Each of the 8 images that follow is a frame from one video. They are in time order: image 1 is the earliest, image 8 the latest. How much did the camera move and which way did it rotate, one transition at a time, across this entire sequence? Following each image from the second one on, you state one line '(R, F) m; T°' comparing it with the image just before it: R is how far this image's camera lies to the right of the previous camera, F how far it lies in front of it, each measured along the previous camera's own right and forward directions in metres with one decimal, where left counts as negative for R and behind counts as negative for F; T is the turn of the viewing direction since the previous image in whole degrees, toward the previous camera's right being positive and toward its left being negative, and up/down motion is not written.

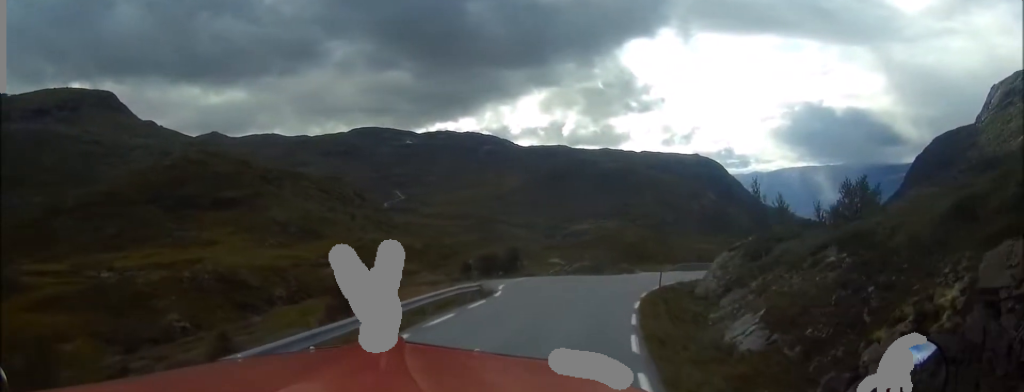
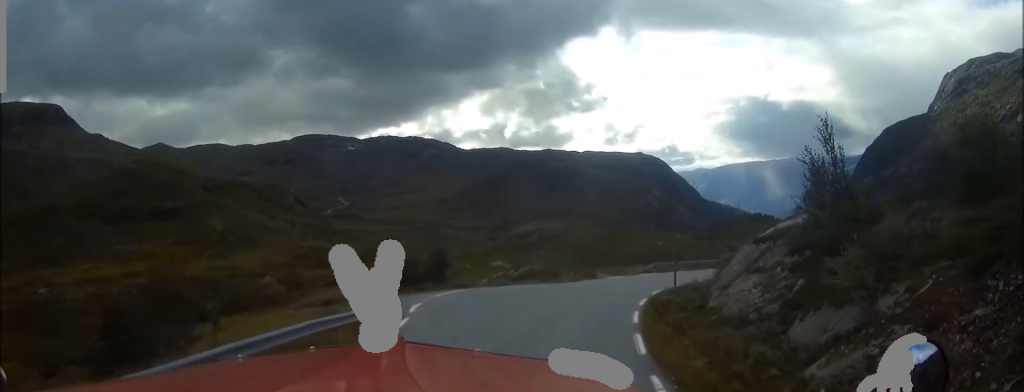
(-0.3, +13.4) m; -2°
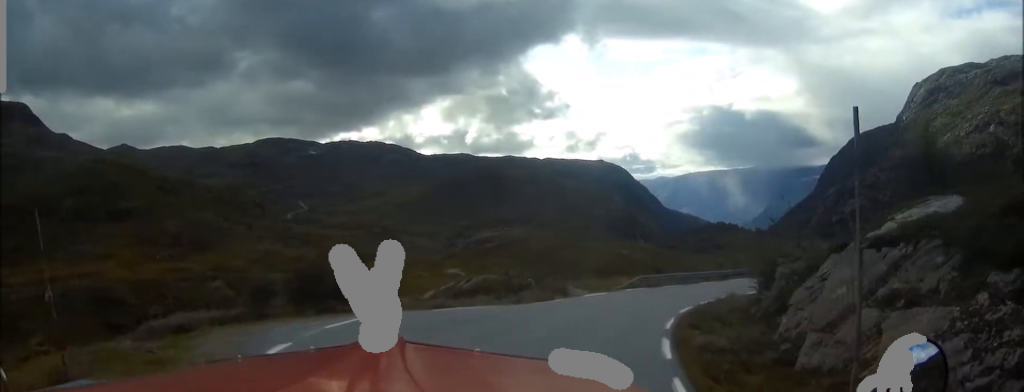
(+0.6, +11.6) m; +10°
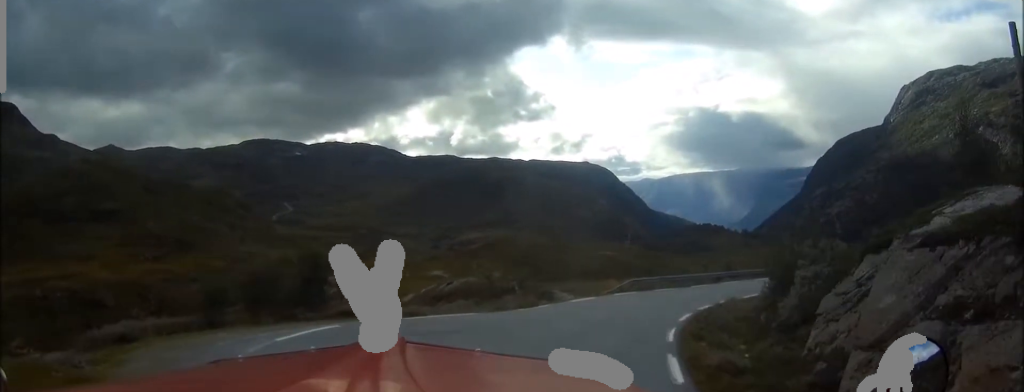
(-0.1, +2.7) m; +5°
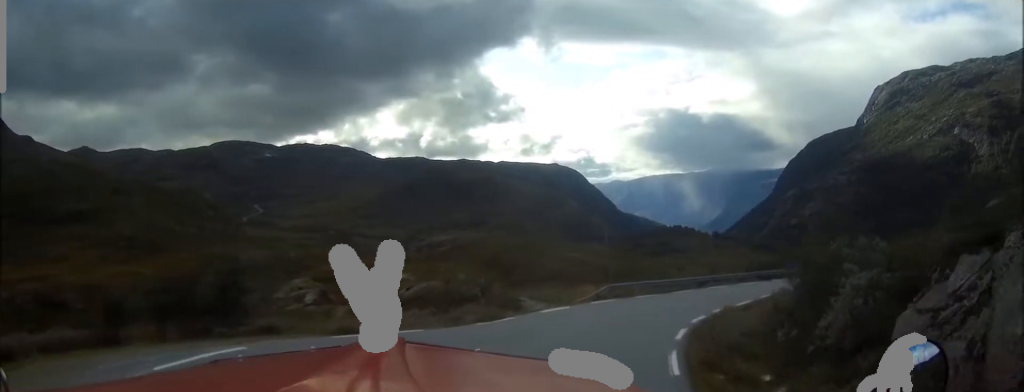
(+0.5, +4.4) m; +6°
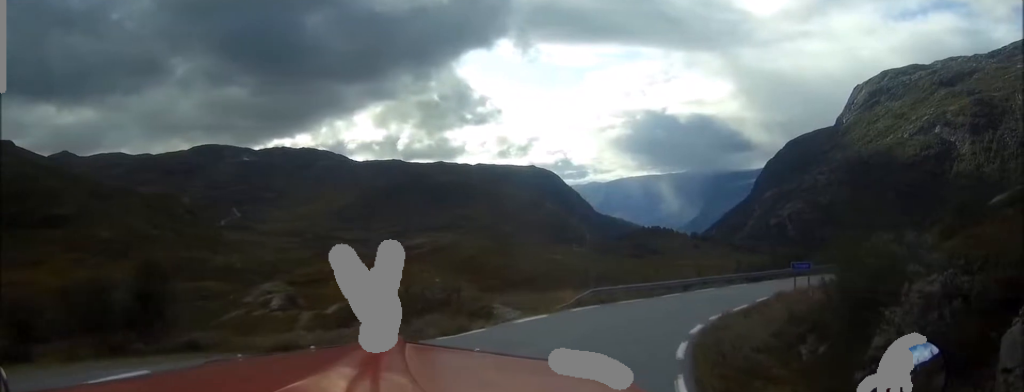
(+0.4, +3.2) m; +4°
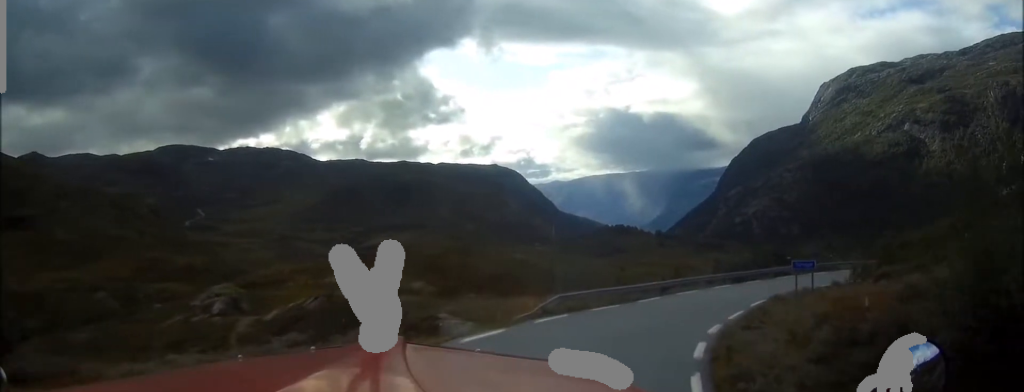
(-0.3, +5.0) m; -1°
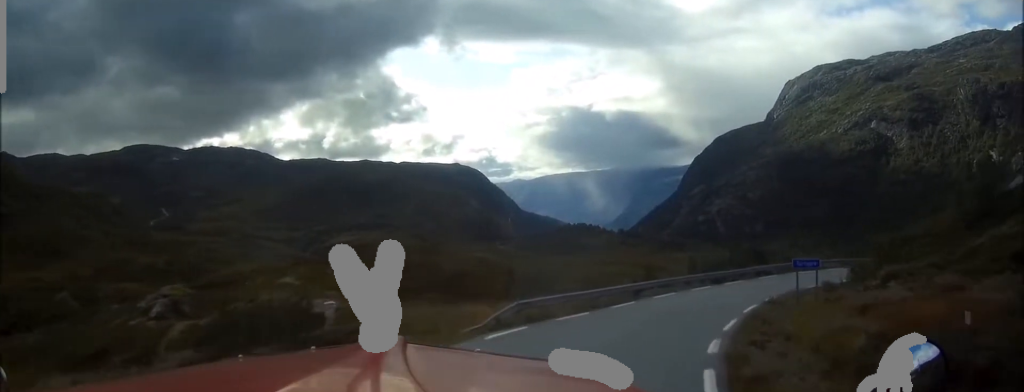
(+0.1, +4.4) m; +7°
